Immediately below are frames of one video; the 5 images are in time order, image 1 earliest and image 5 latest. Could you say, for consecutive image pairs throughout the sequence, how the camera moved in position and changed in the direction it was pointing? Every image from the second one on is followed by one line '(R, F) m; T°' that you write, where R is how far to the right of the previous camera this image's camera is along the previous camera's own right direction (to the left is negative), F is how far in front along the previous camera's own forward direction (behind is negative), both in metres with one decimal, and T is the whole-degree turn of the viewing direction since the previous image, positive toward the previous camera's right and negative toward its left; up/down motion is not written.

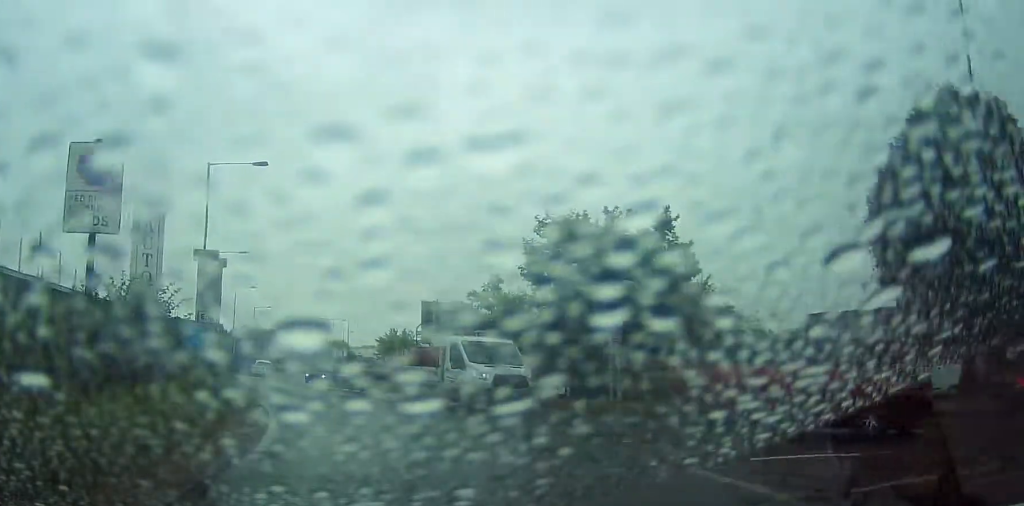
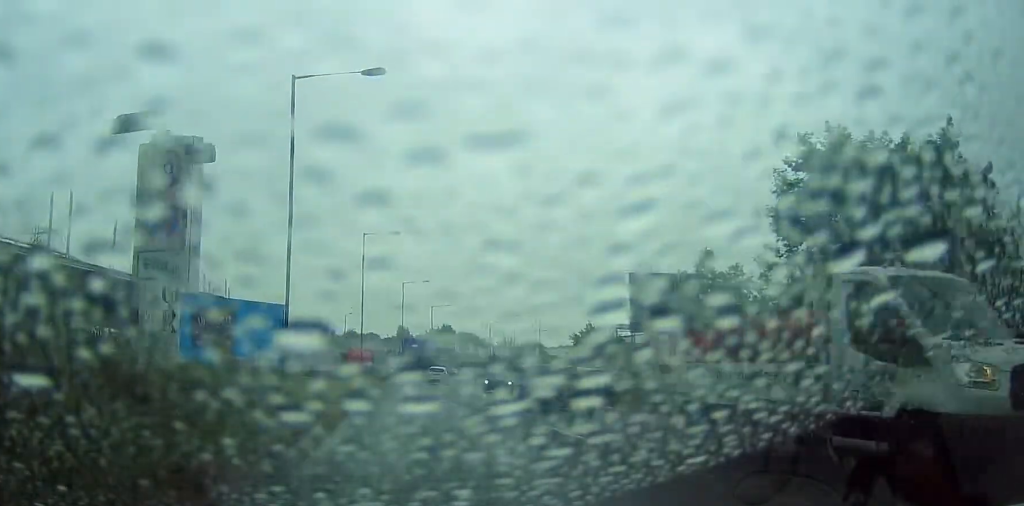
(-1.5, +11.4) m; -12°
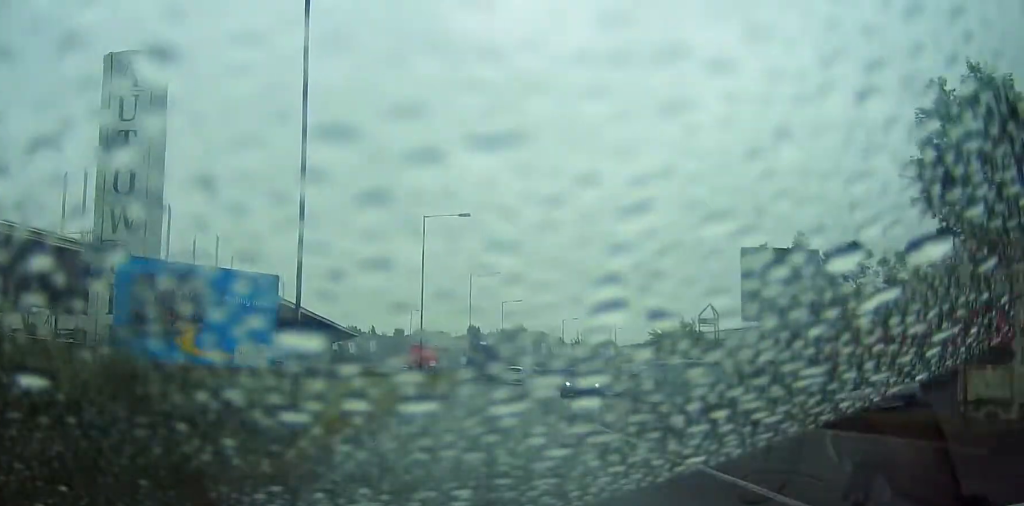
(-0.2, +5.7) m; -3°
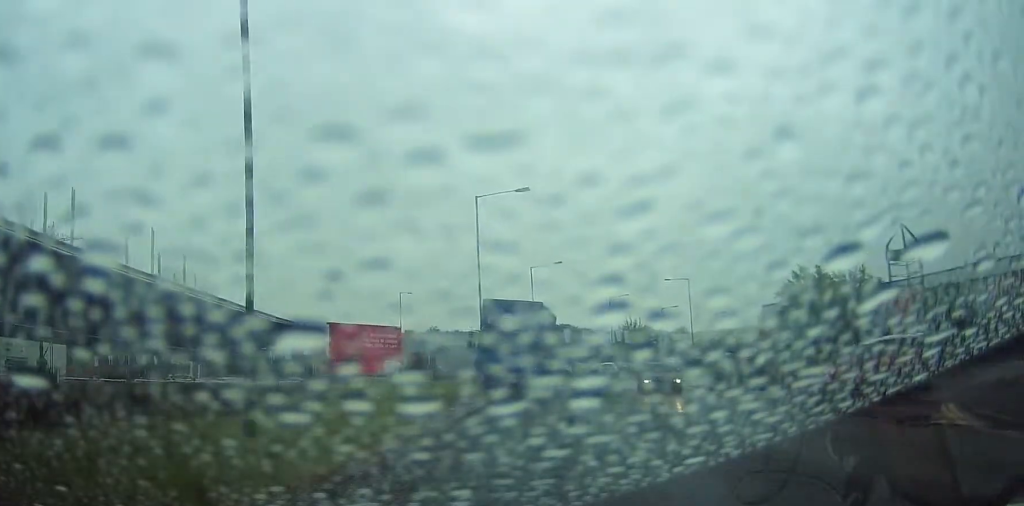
(-0.7, +32.6) m; +1°
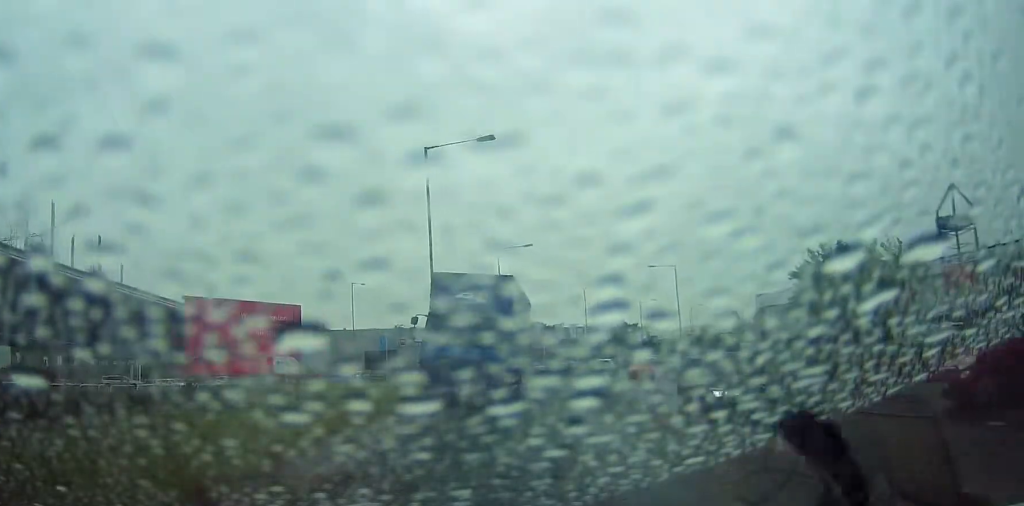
(+0.1, +7.9) m; +1°
